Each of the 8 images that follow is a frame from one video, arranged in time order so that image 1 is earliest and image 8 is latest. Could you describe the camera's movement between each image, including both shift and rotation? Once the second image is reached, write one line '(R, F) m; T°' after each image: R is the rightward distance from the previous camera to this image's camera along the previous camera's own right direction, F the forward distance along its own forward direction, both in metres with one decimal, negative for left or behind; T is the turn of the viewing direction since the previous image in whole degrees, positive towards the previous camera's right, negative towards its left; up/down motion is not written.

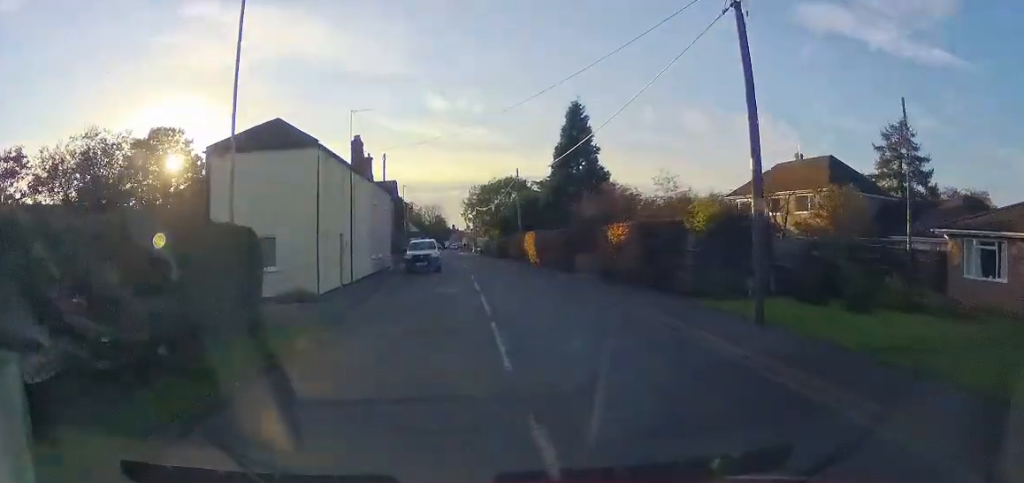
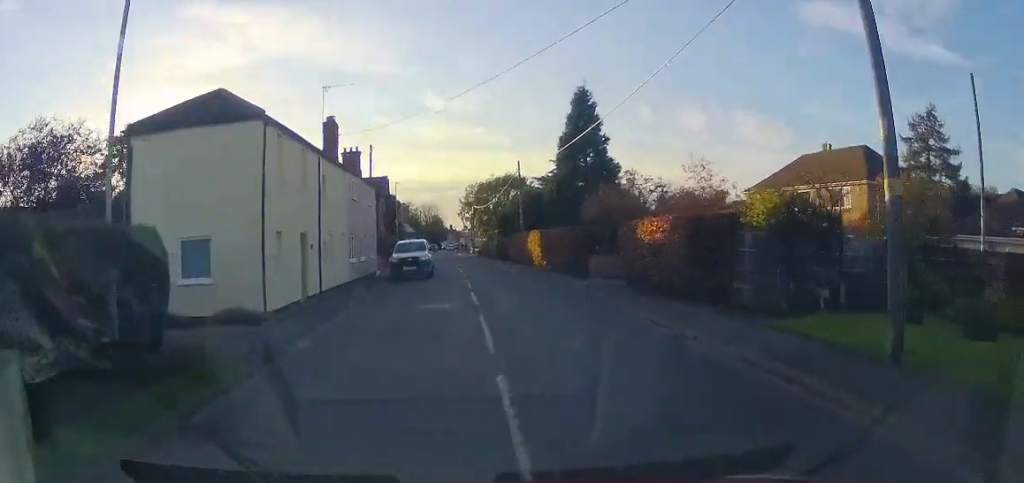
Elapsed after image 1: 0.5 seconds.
(0.0, +4.7) m; 0°
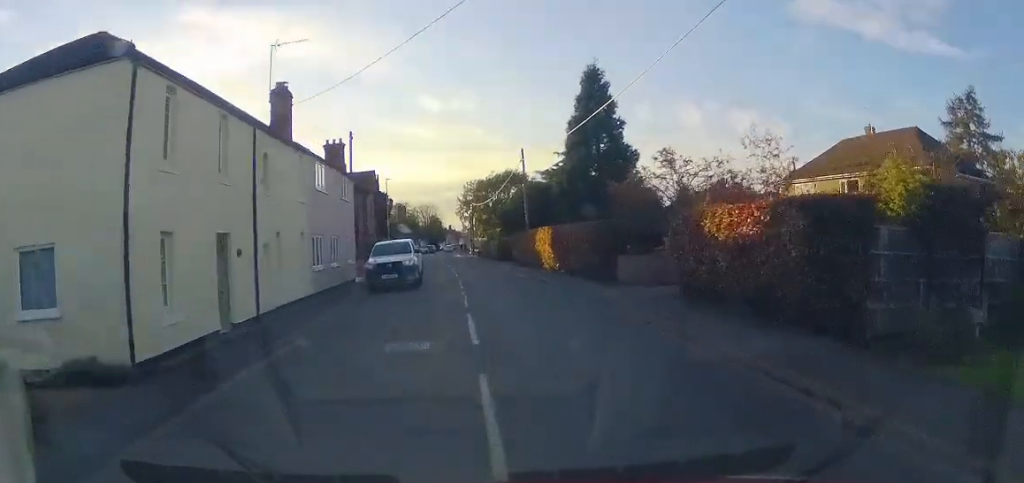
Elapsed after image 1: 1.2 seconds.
(0.0, +5.9) m; 0°
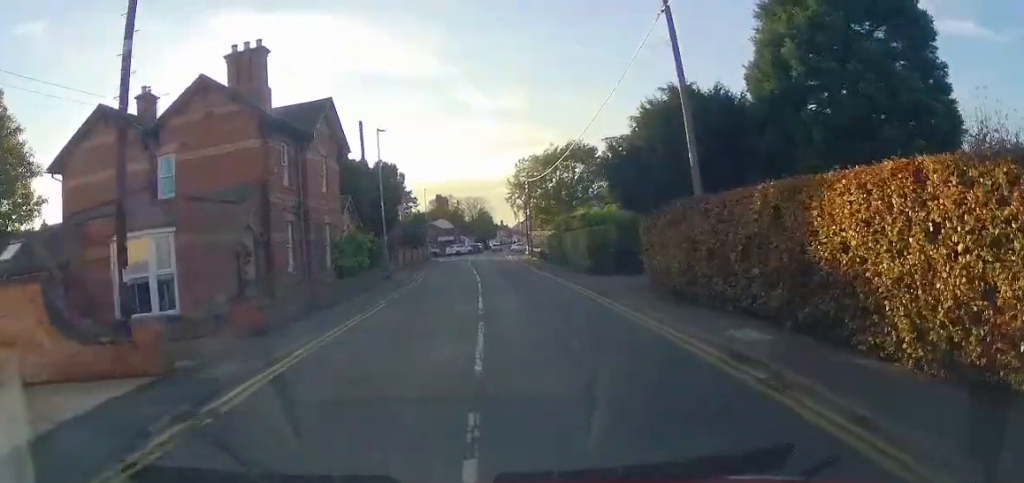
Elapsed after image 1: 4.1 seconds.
(-0.6, +25.9) m; -6°
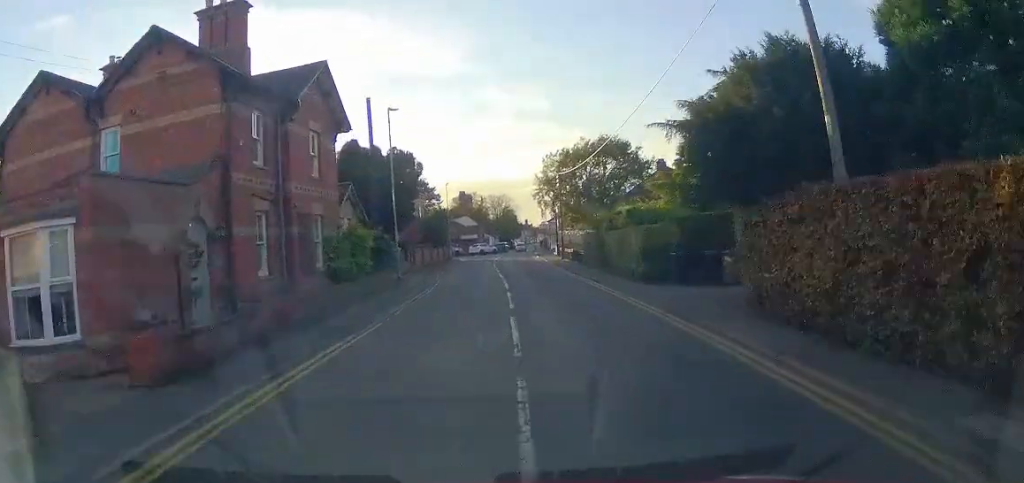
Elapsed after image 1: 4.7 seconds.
(-0.1, +5.0) m; -2°
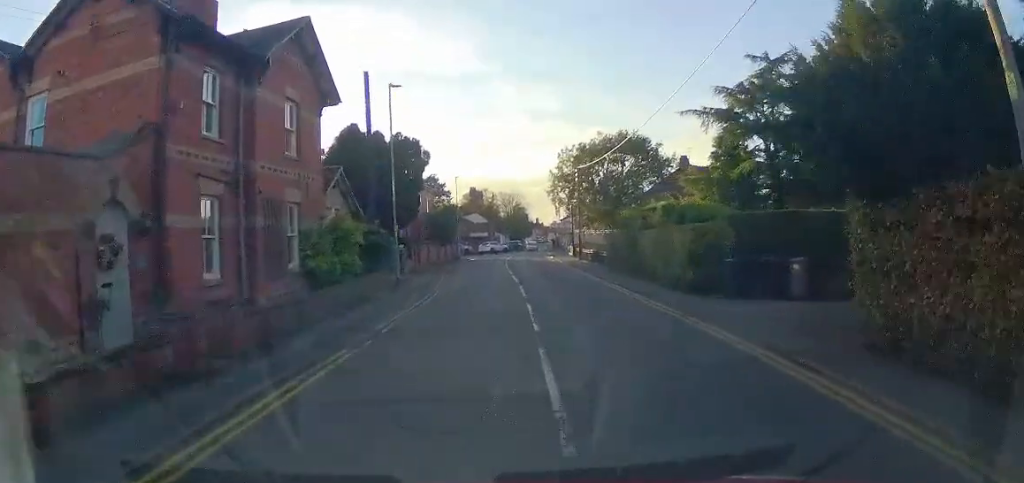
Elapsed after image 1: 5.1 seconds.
(0.0, +3.9) m; 0°
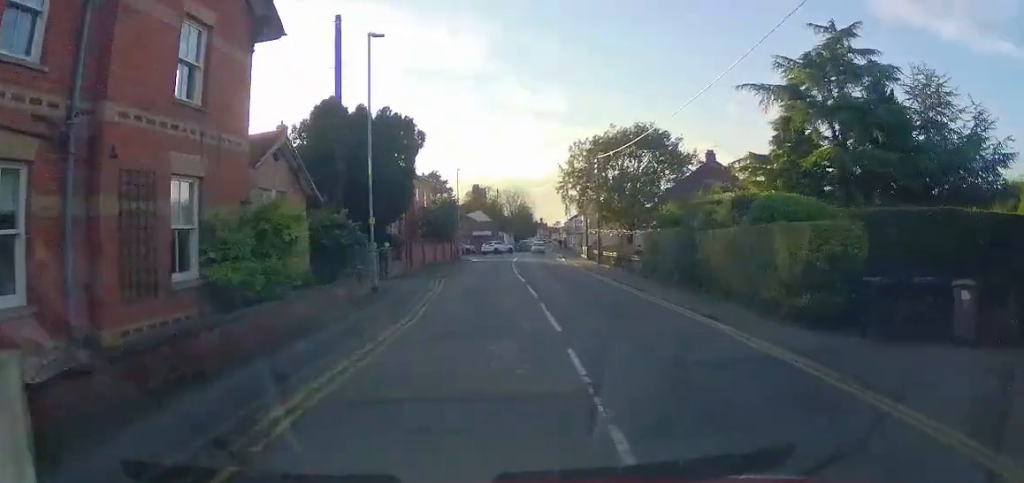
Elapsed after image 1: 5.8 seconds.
(0.0, +6.3) m; 0°
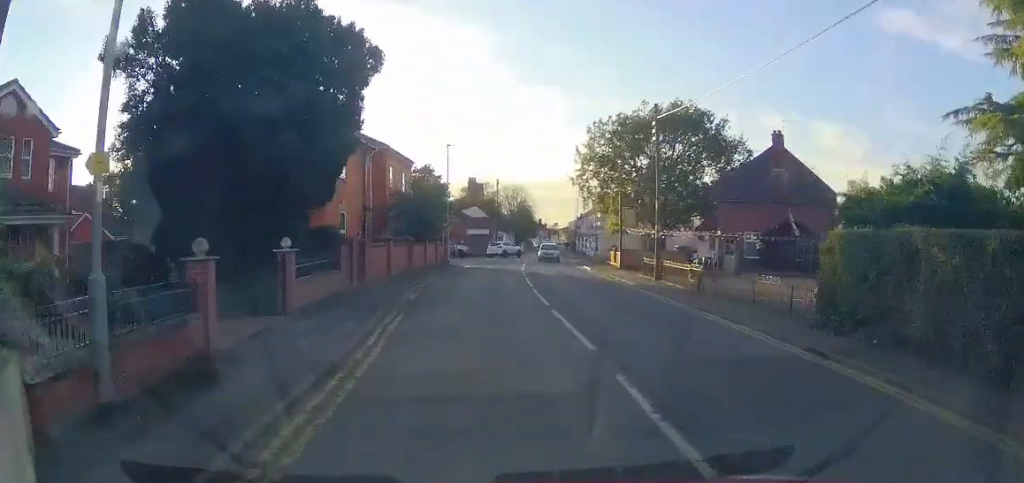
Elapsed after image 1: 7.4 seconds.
(0.0, +13.9) m; -3°
